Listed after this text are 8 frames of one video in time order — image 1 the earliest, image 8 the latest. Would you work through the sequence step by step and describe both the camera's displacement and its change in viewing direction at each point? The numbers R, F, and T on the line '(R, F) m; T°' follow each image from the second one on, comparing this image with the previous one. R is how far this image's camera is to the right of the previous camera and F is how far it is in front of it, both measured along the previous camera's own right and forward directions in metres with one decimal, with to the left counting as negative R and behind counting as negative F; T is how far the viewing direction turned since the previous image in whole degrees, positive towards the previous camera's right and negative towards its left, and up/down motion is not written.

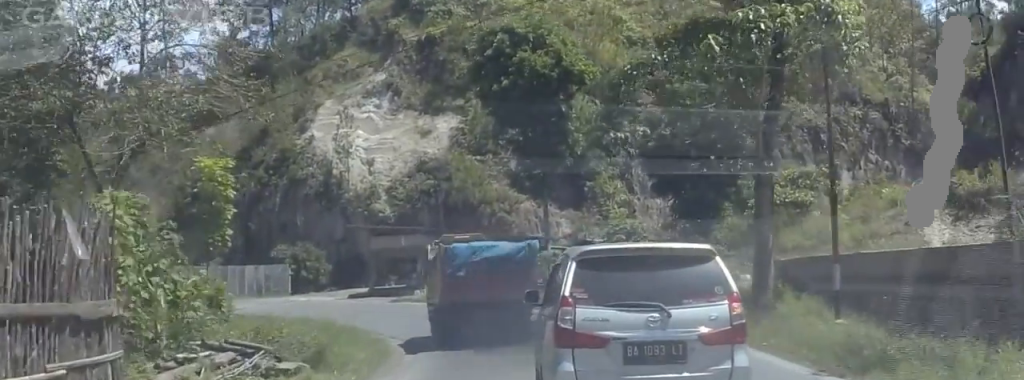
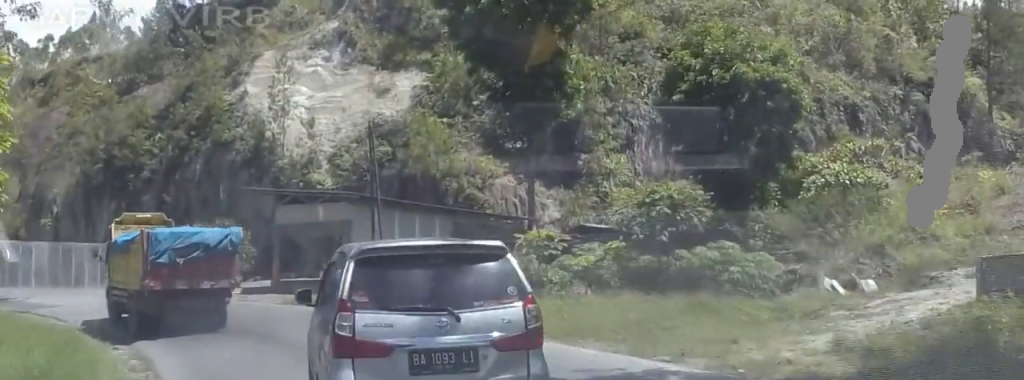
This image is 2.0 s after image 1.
(+0.8, +14.7) m; +4°
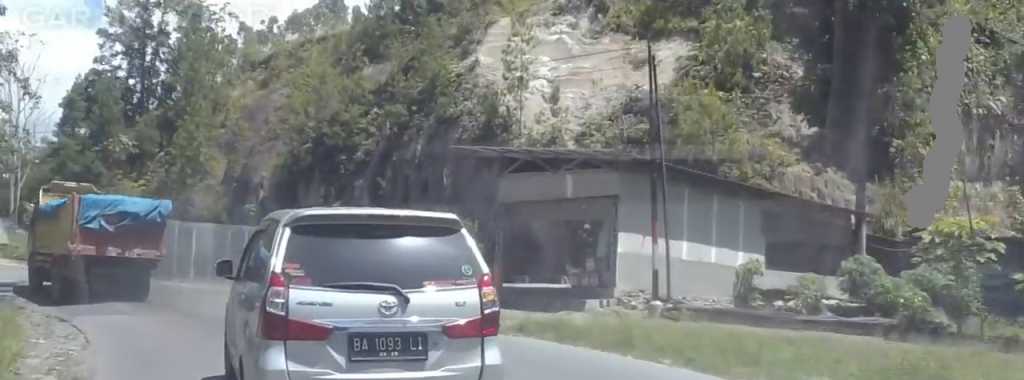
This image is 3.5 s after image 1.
(-0.9, +11.0) m; -16°
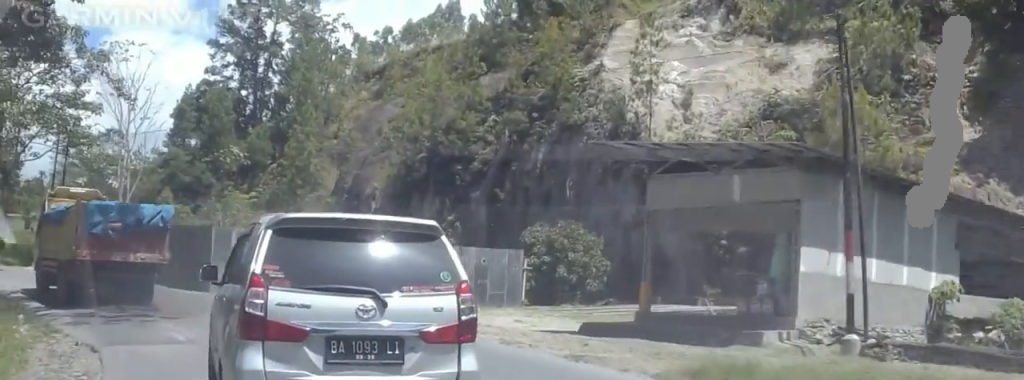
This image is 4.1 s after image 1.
(-0.1, +4.0) m; -9°
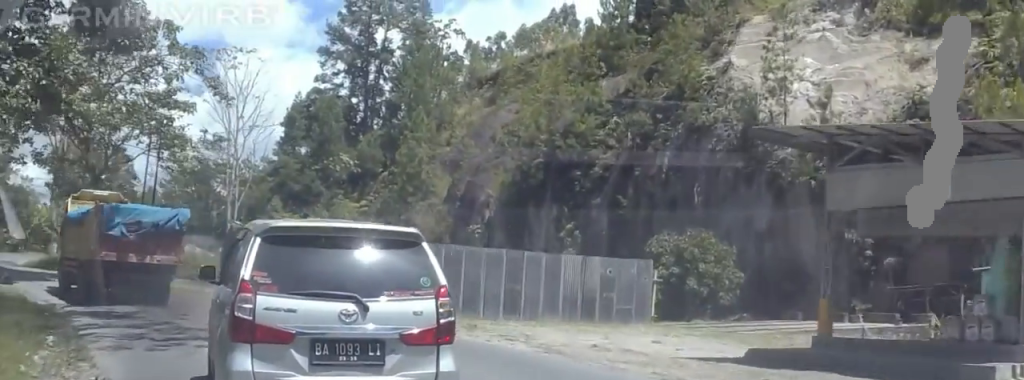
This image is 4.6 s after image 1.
(-0.5, +3.7) m; -5°
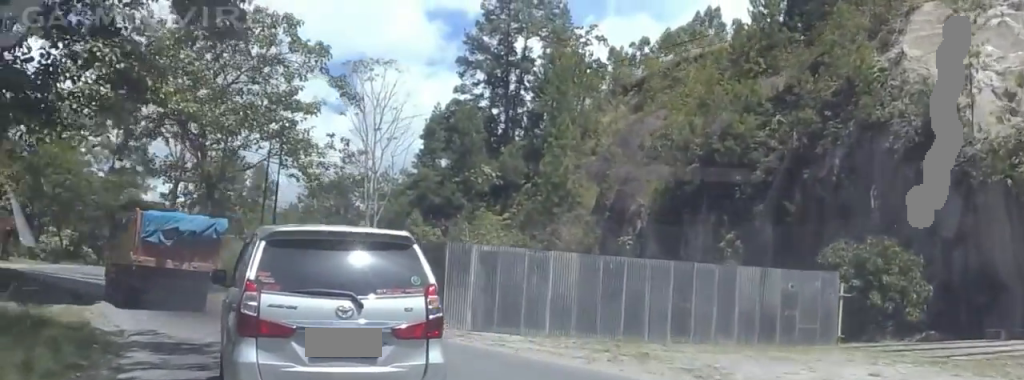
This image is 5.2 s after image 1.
(-0.3, +4.7) m; -7°
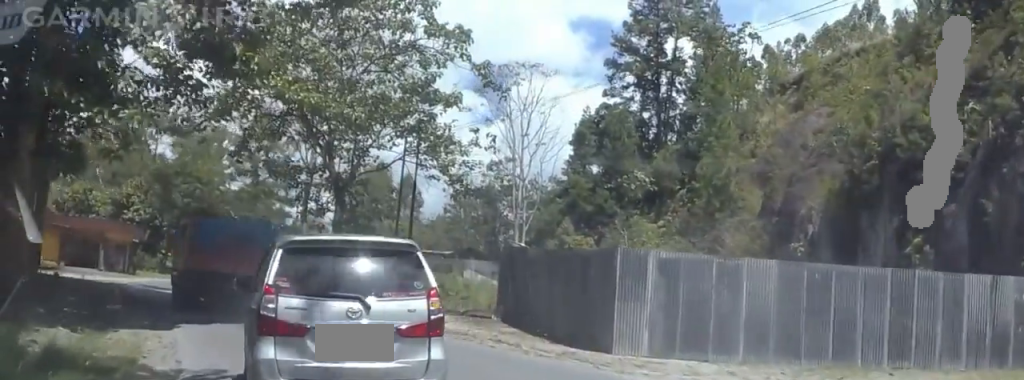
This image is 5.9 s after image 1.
(0.0, +5.2) m; -10°
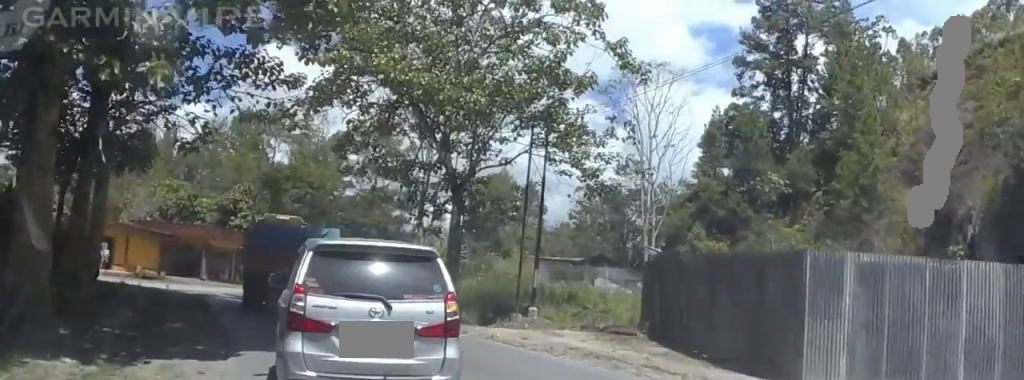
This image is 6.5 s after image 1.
(-0.6, +4.6) m; -8°
